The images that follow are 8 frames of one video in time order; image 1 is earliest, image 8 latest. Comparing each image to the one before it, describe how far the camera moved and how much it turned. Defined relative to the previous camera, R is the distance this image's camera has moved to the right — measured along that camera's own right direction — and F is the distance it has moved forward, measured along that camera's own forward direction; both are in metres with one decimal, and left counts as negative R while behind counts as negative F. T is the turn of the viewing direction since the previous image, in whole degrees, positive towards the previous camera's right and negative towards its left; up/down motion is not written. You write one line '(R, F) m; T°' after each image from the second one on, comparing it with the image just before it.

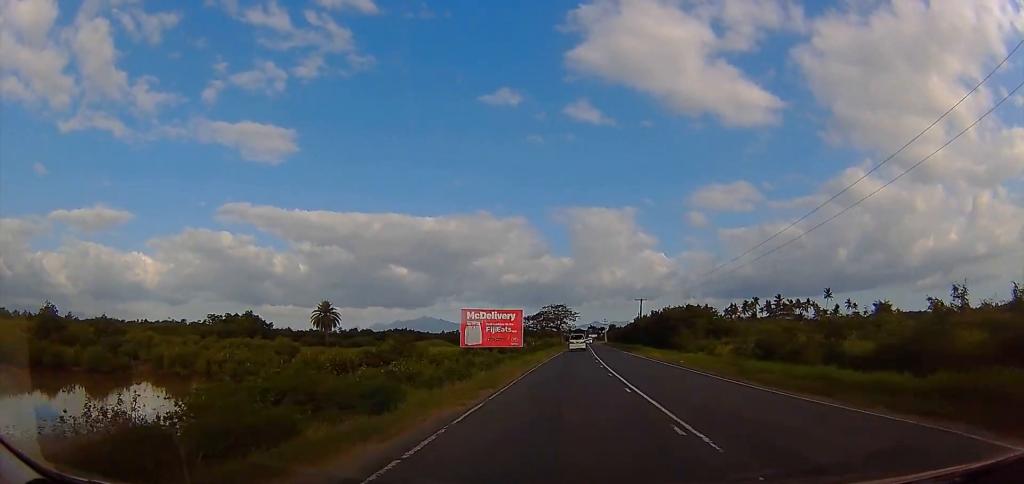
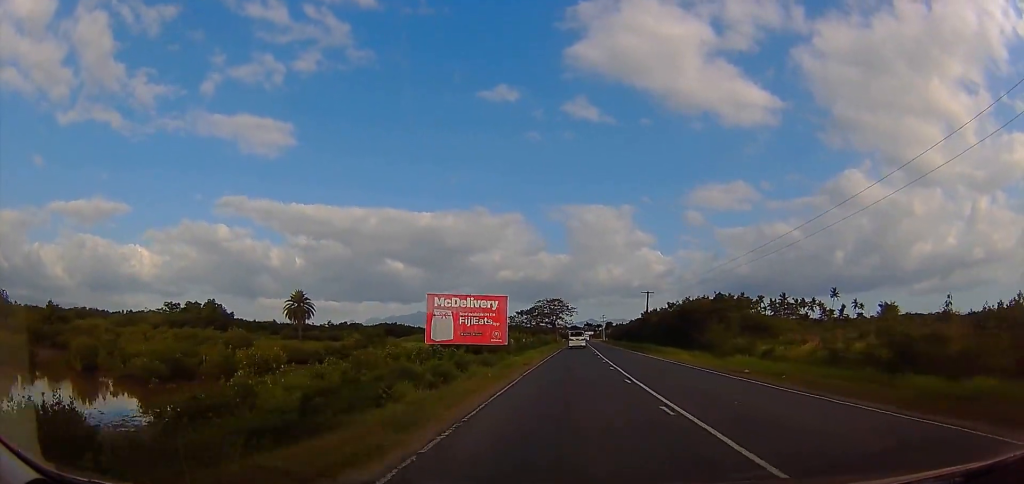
(0.0, +10.5) m; 0°
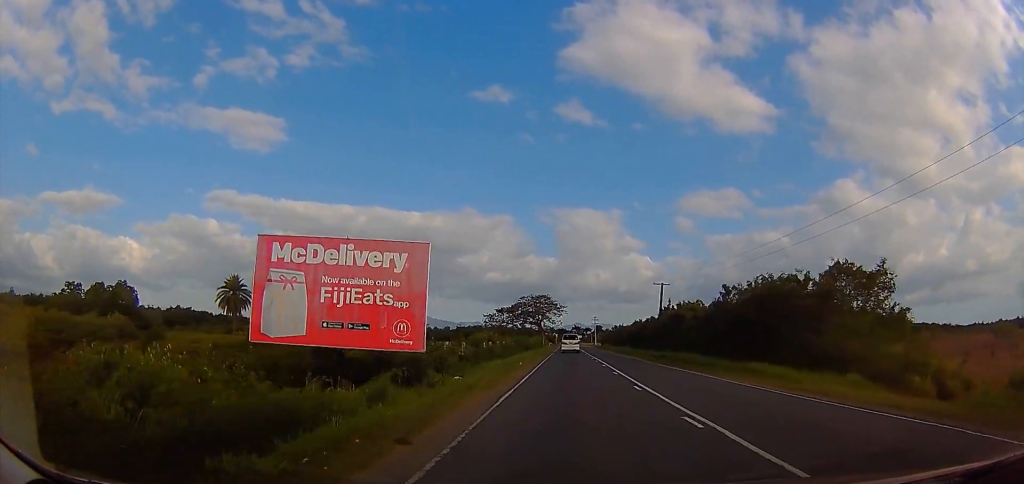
(0.0, +18.9) m; 0°
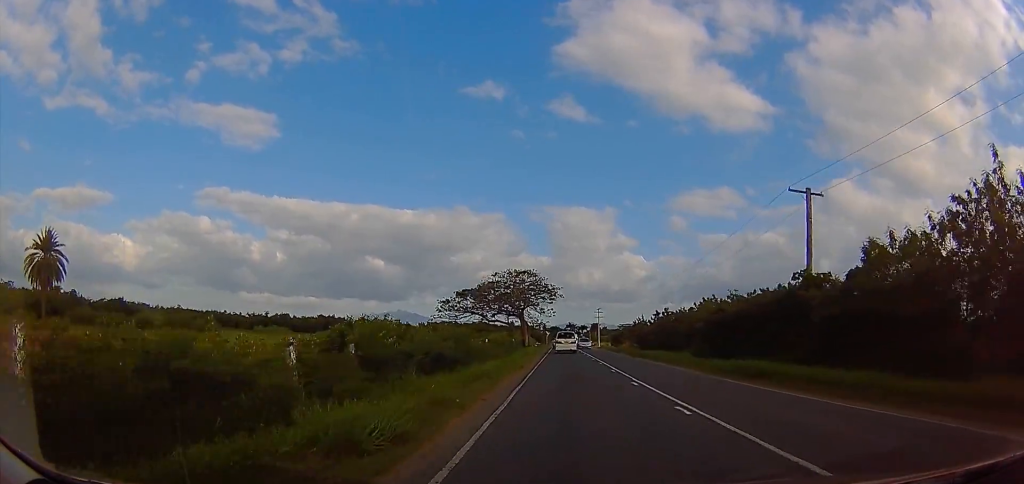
(0.0, +40.4) m; 0°
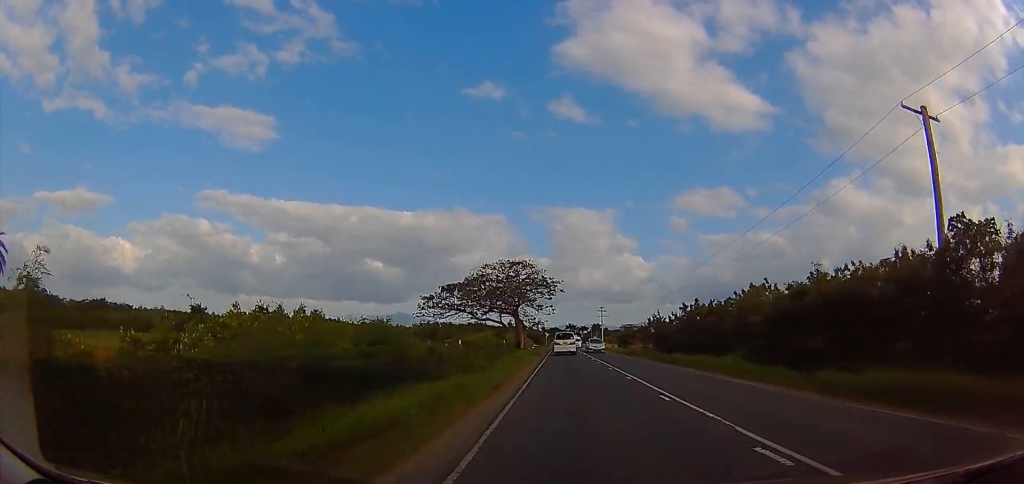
(0.0, +10.1) m; 0°
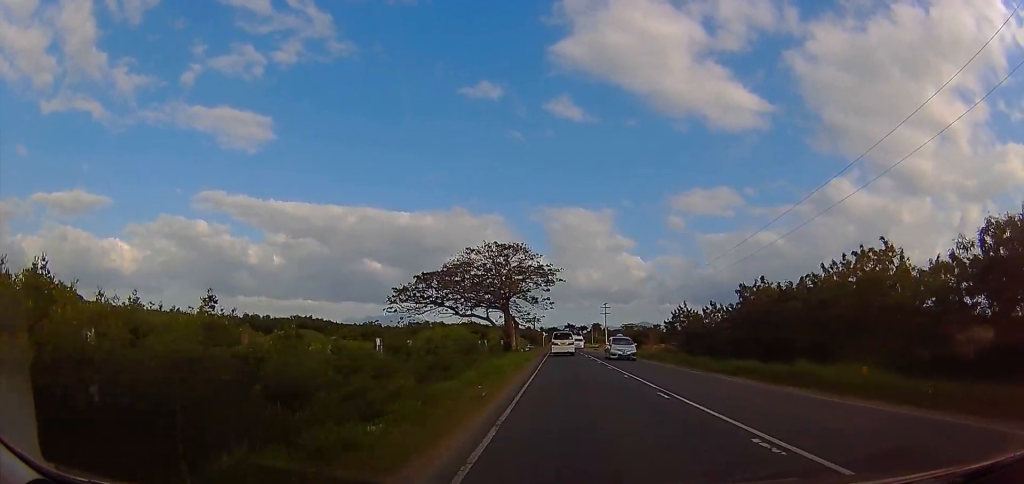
(0.0, +12.0) m; 0°
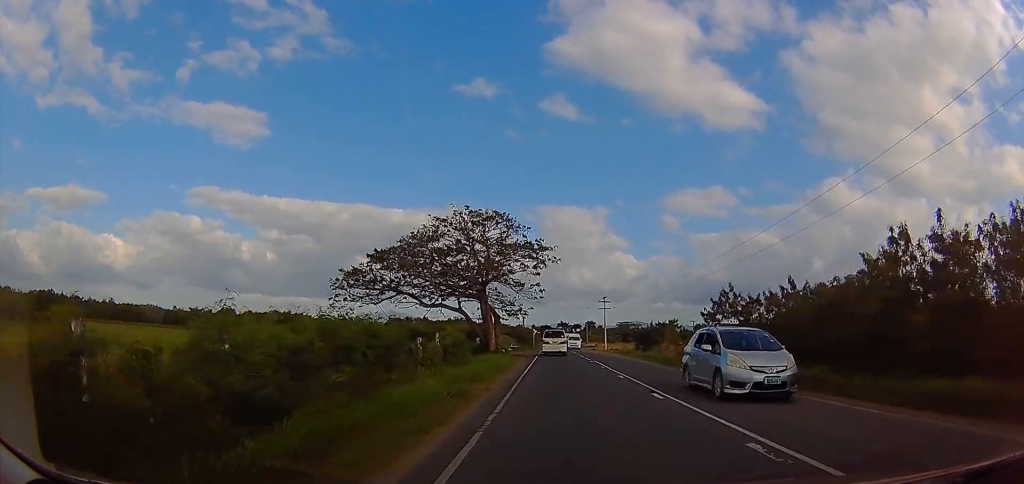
(0.0, +12.9) m; 0°
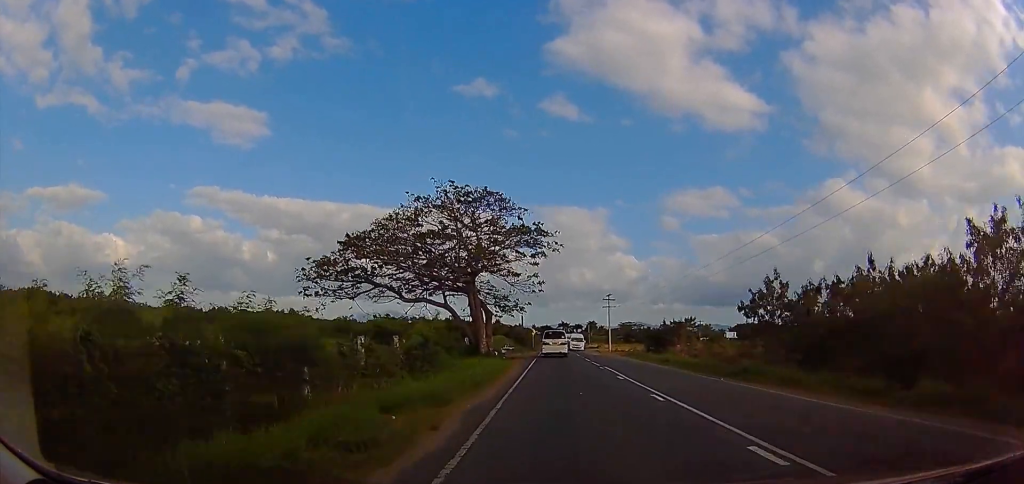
(0.0, +6.2) m; 0°
